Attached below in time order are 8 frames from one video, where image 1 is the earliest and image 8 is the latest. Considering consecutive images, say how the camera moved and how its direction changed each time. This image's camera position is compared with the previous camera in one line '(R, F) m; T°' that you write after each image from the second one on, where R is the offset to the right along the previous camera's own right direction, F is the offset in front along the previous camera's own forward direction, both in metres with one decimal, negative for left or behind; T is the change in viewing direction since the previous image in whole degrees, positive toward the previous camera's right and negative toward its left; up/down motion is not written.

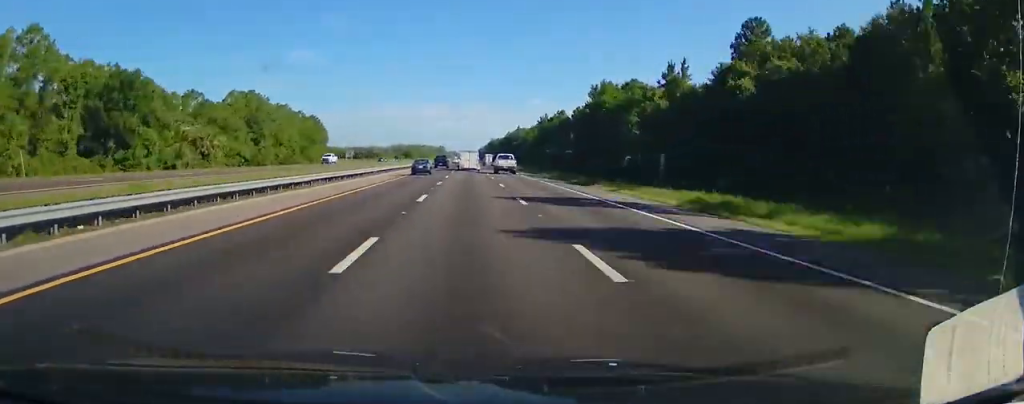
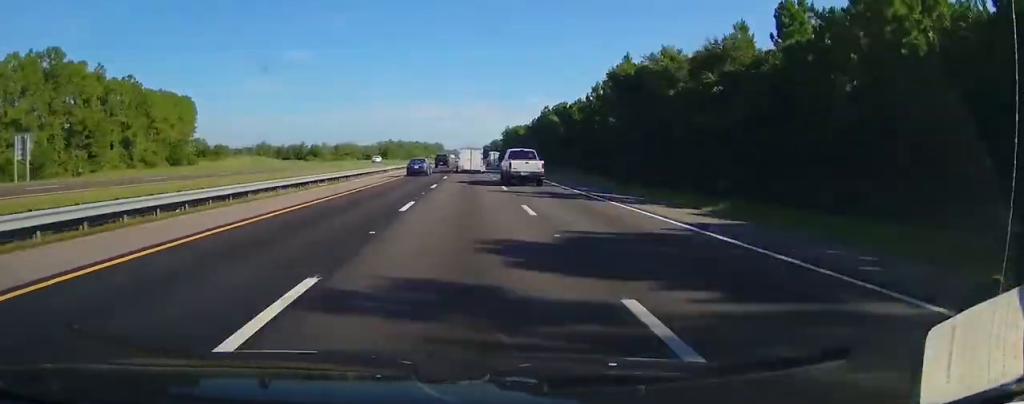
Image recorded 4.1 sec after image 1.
(-0.2, +151.0) m; 0°
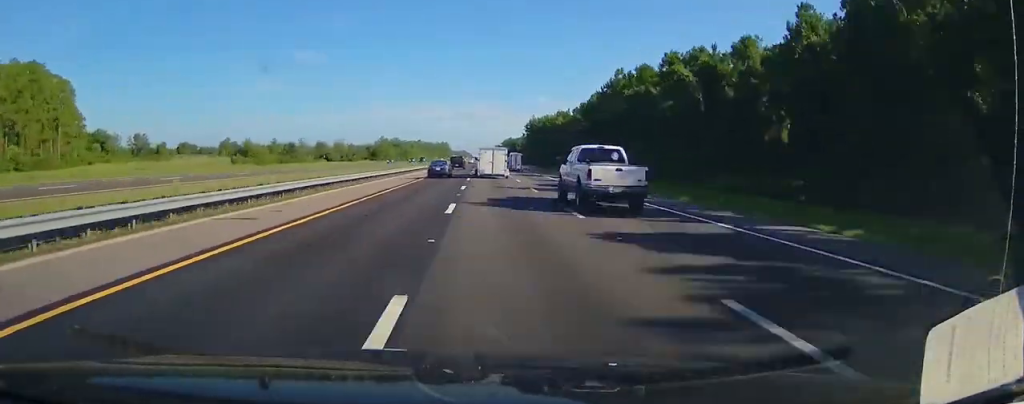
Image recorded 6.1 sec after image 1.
(-0.3, +73.2) m; 0°
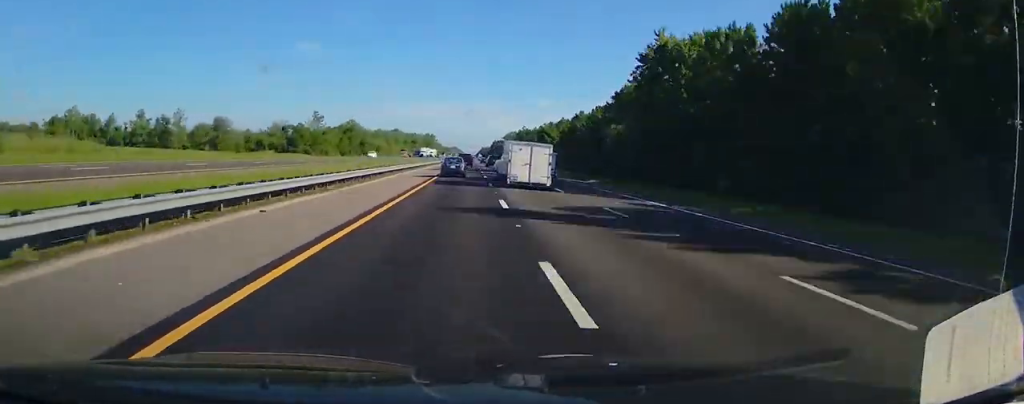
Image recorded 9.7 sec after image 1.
(-0.2, +131.4) m; 0°
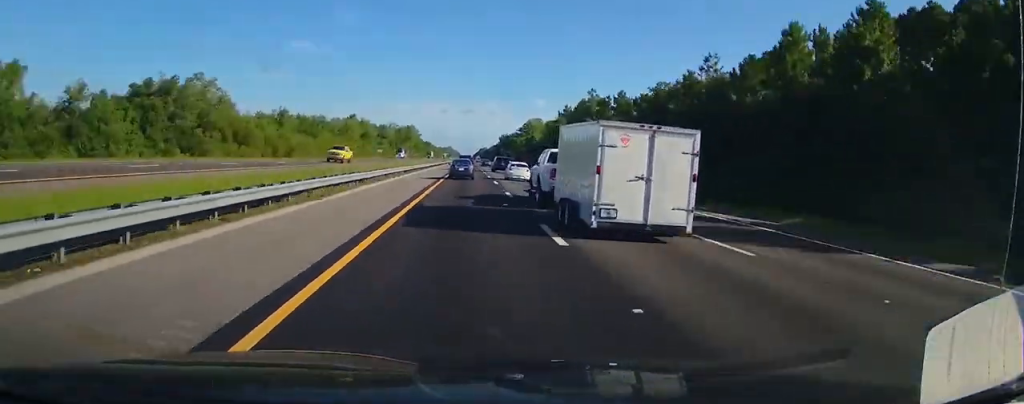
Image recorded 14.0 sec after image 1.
(+0.9, +154.4) m; 0°
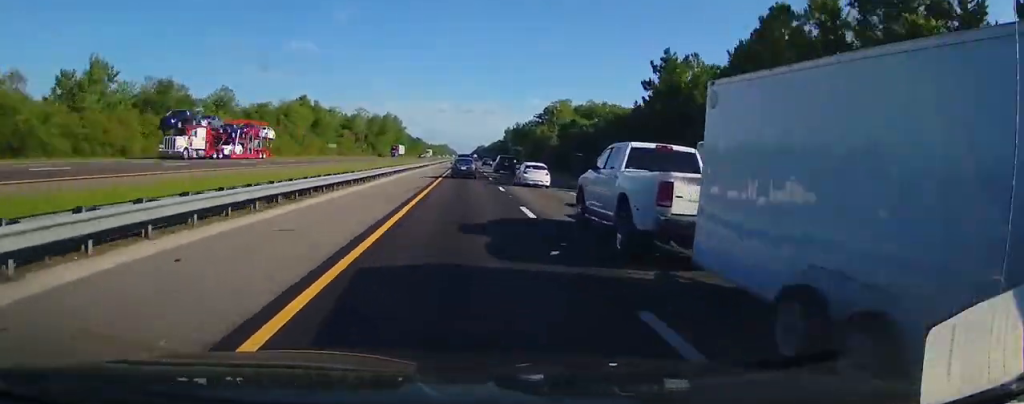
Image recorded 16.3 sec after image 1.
(-0.2, +81.6) m; 0°
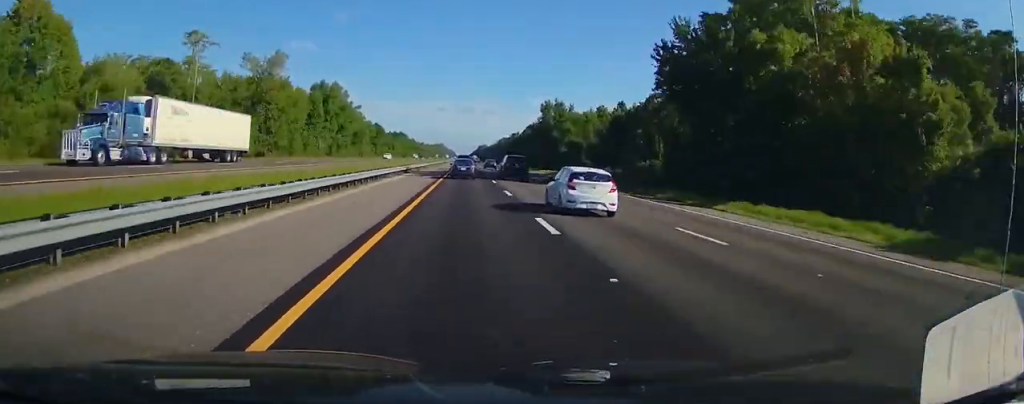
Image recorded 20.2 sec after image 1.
(-0.1, +138.4) m; 0°
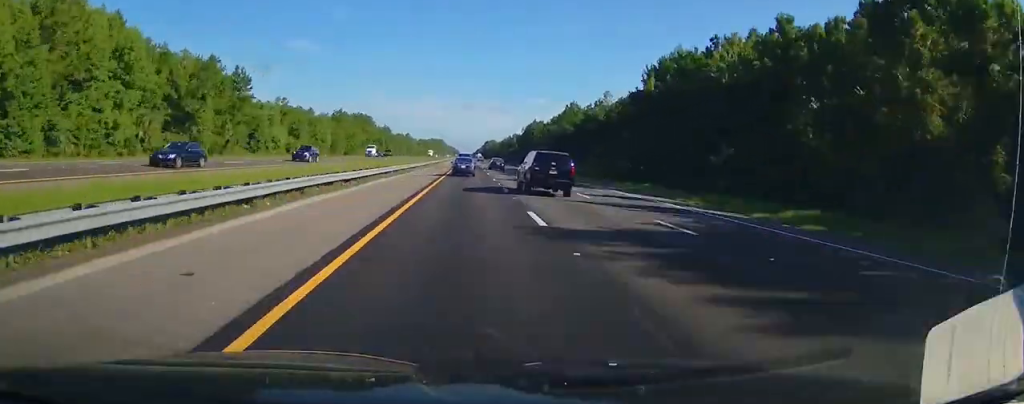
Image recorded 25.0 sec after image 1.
(+0.2, +171.1) m; 0°
